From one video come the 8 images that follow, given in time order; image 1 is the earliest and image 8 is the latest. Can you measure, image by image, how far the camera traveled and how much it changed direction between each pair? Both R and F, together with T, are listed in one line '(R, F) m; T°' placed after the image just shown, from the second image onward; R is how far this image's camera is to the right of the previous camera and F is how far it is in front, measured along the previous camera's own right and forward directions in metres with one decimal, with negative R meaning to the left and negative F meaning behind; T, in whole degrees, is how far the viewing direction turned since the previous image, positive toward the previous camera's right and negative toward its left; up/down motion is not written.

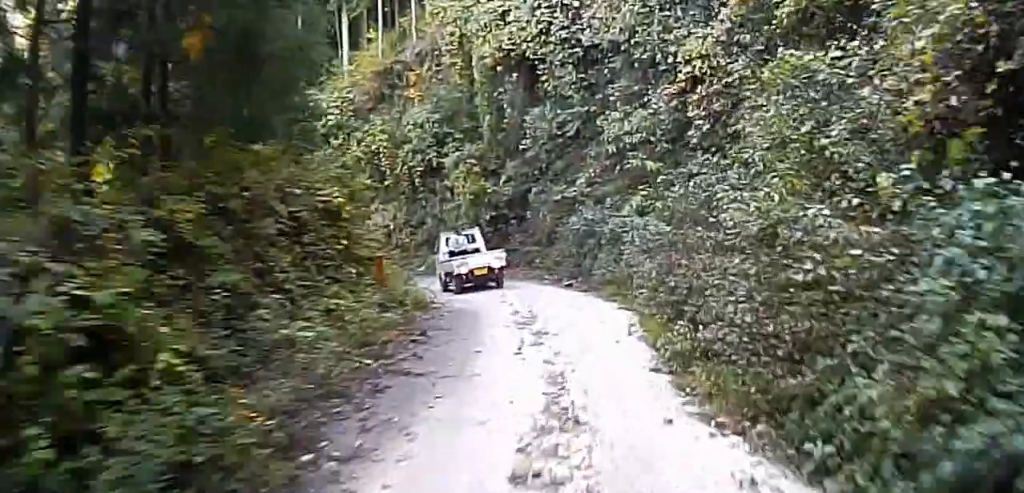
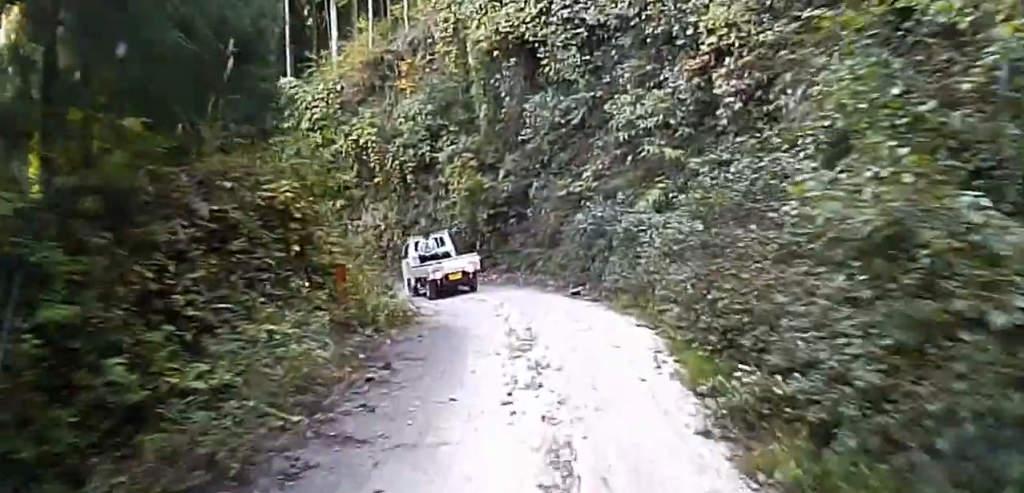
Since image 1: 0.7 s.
(-0.1, +2.7) m; +5°
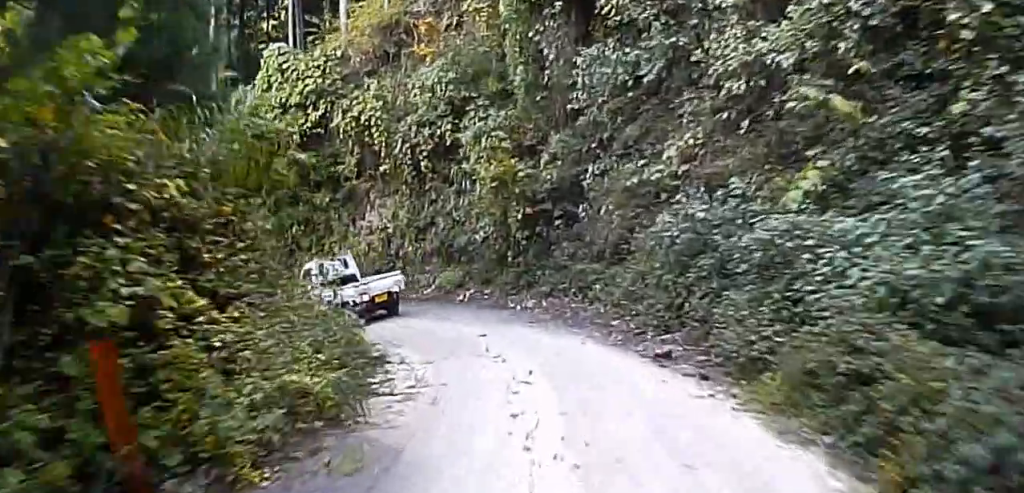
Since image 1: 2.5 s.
(-0.5, +7.1) m; -14°
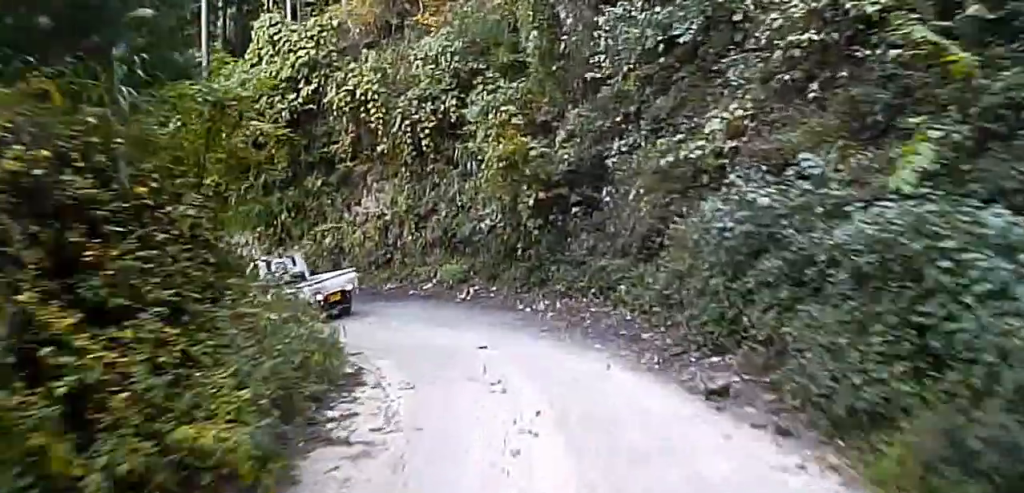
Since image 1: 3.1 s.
(-0.1, +2.4) m; -5°
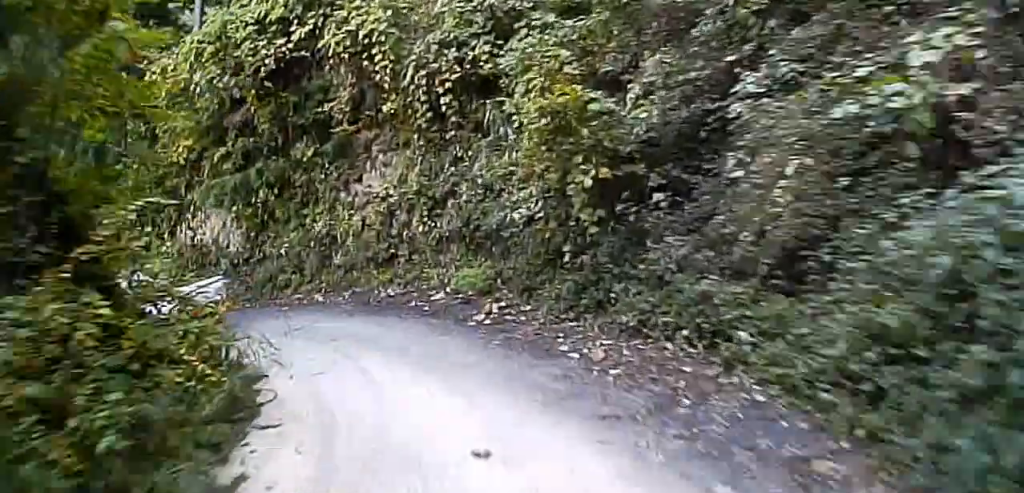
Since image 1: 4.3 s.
(-0.3, +5.0) m; -10°
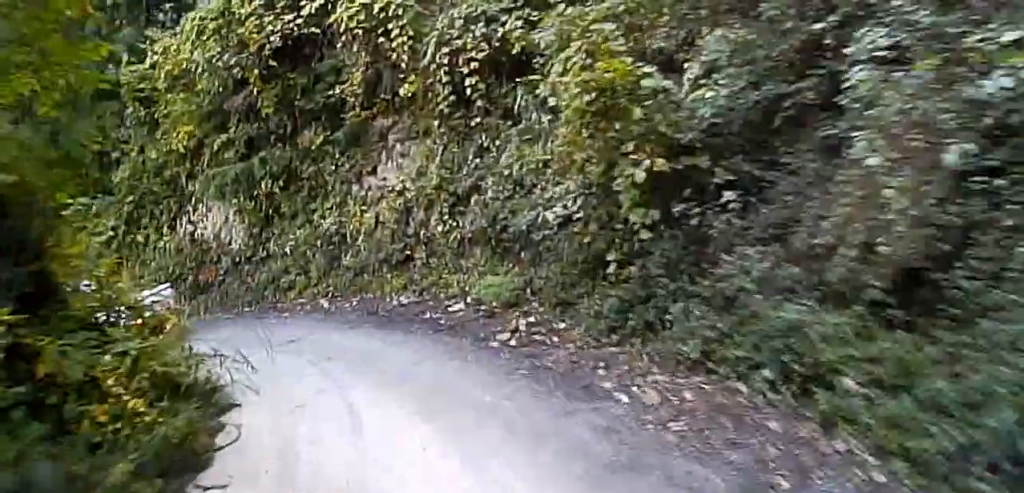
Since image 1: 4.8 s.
(-0.1, +1.9) m; -4°
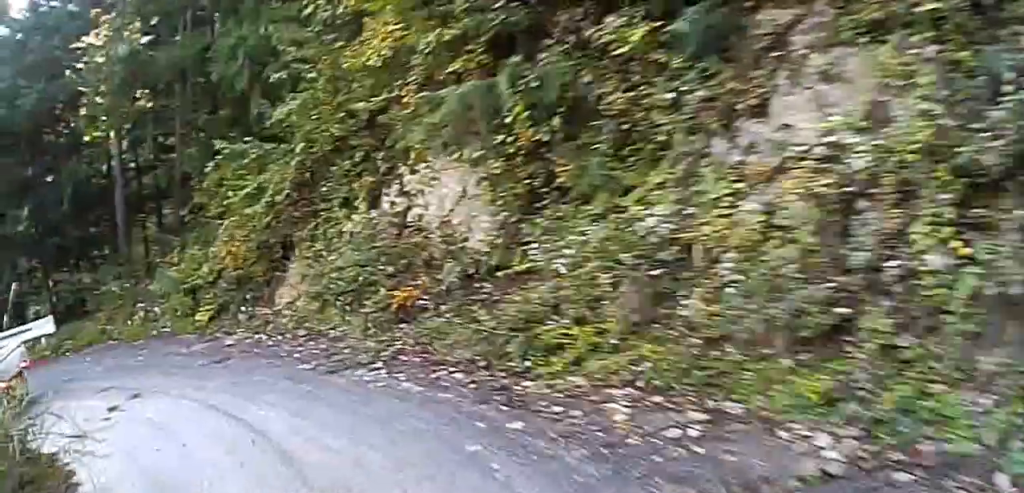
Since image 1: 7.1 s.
(-0.5, +7.8) m; -13°
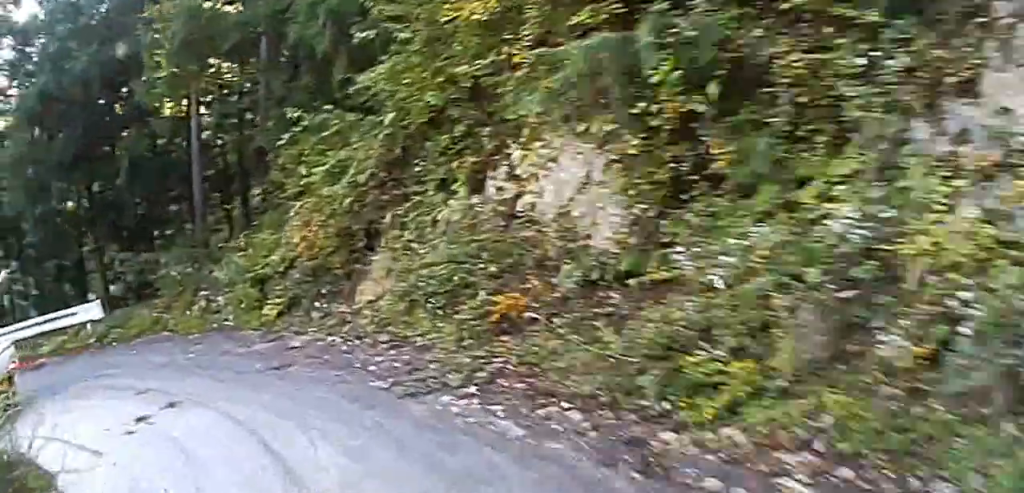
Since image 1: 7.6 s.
(-0.3, +1.6) m; -1°
